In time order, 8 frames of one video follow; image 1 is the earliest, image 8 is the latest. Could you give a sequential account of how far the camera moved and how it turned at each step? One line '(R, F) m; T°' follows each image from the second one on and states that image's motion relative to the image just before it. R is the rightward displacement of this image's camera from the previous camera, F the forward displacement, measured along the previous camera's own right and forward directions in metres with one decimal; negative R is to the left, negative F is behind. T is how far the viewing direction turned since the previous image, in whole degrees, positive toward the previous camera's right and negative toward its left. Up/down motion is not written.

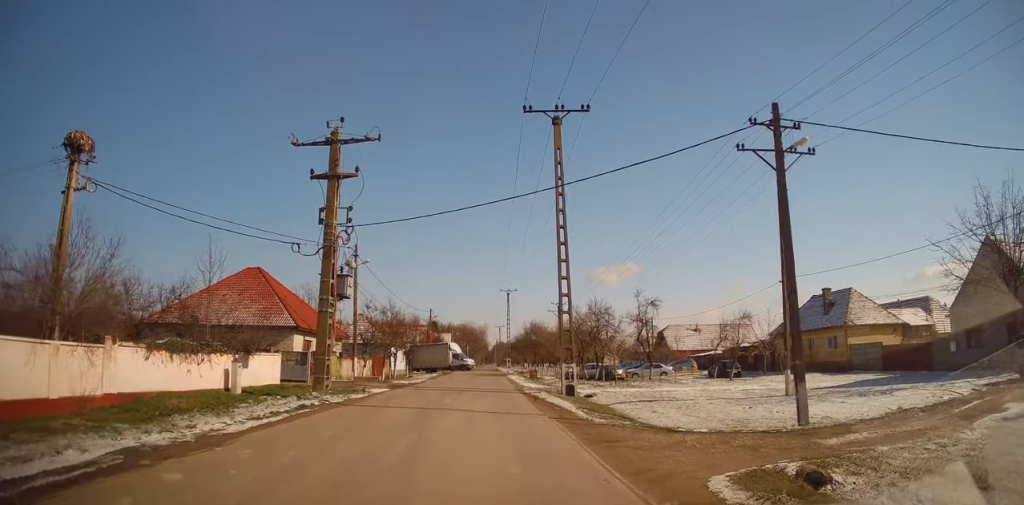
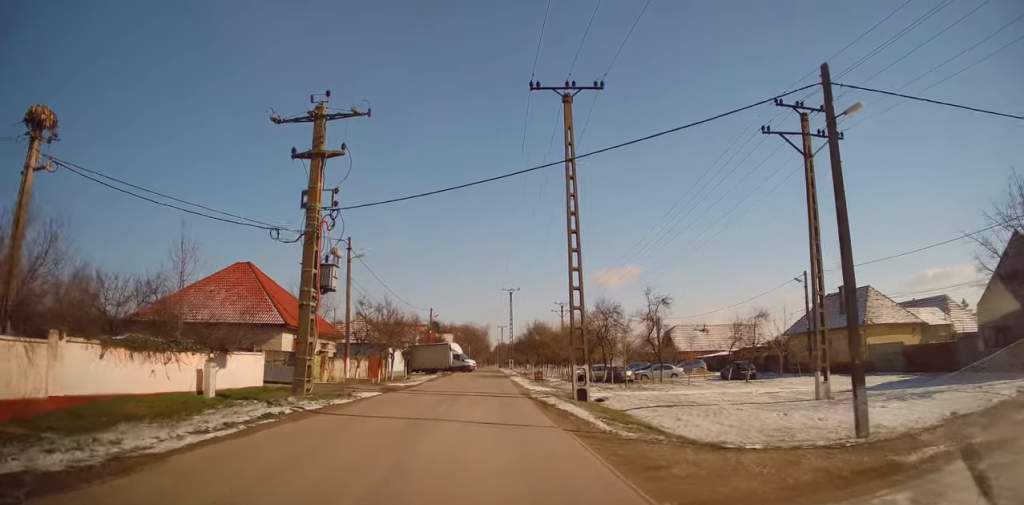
(0.0, +2.3) m; +1°
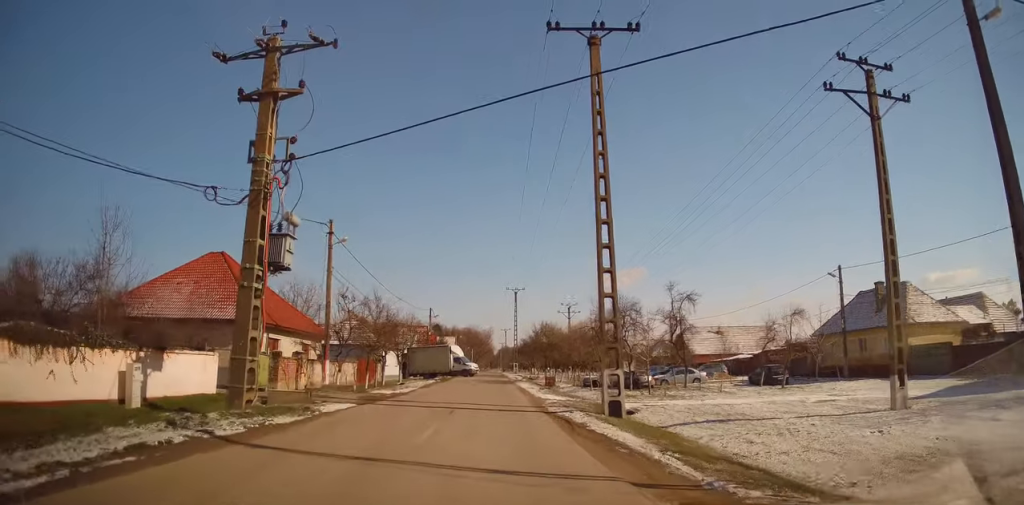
(0.0, +4.1) m; +3°
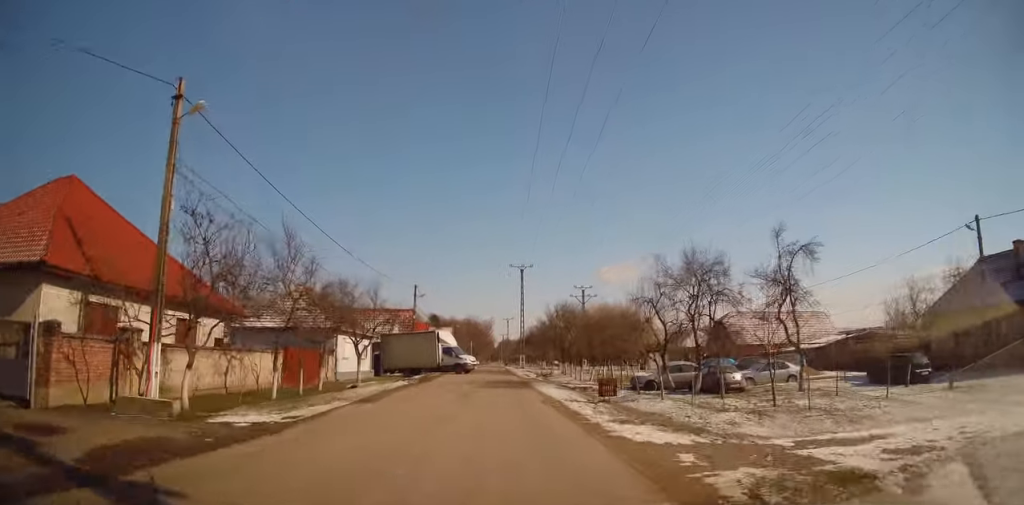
(+0.3, +12.0) m; -1°
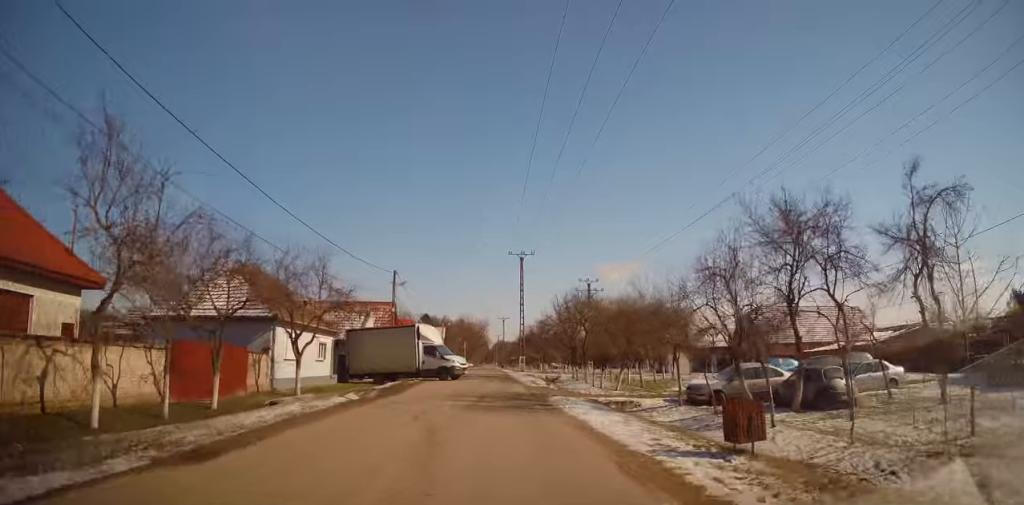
(-0.3, +8.0) m; -2°
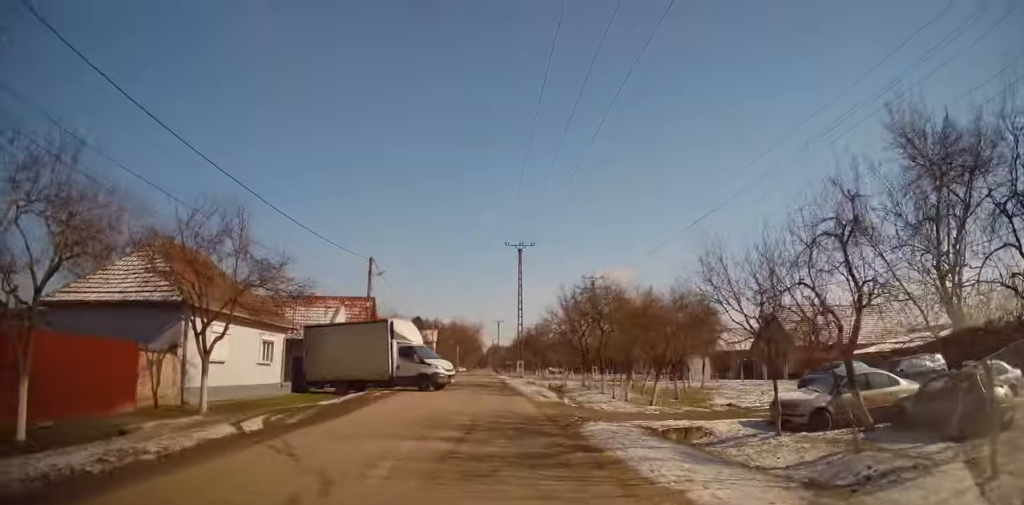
(0.0, +6.5) m; 0°
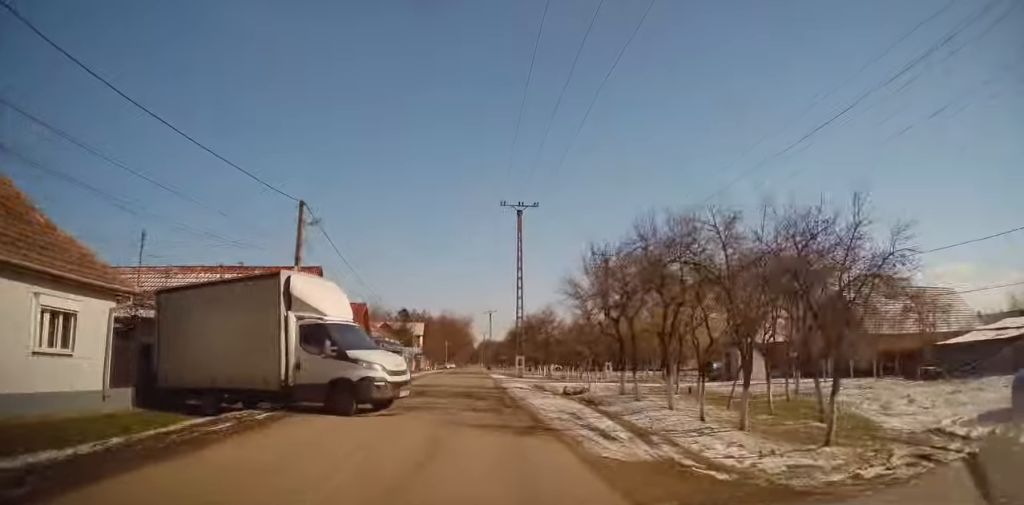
(0.0, +11.6) m; +3°
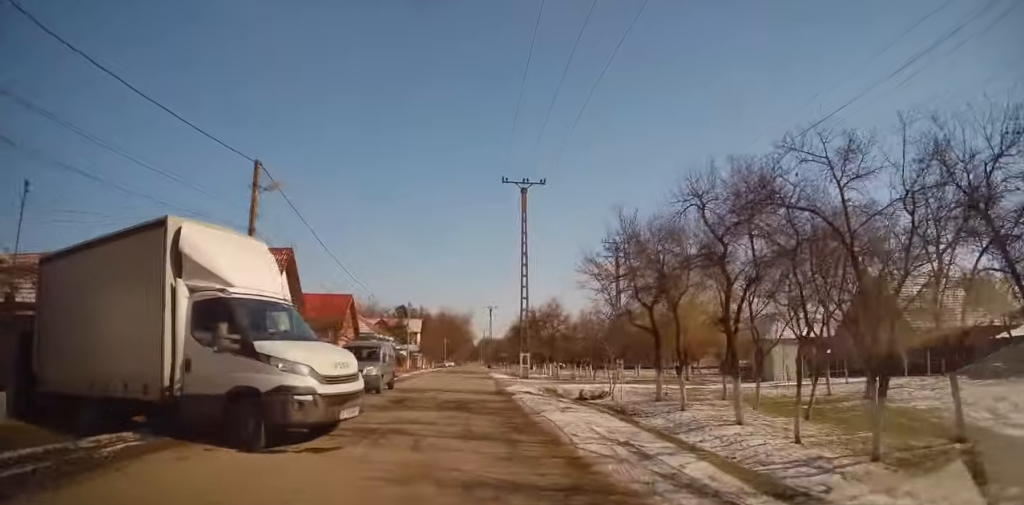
(+0.3, +4.7) m; 0°
